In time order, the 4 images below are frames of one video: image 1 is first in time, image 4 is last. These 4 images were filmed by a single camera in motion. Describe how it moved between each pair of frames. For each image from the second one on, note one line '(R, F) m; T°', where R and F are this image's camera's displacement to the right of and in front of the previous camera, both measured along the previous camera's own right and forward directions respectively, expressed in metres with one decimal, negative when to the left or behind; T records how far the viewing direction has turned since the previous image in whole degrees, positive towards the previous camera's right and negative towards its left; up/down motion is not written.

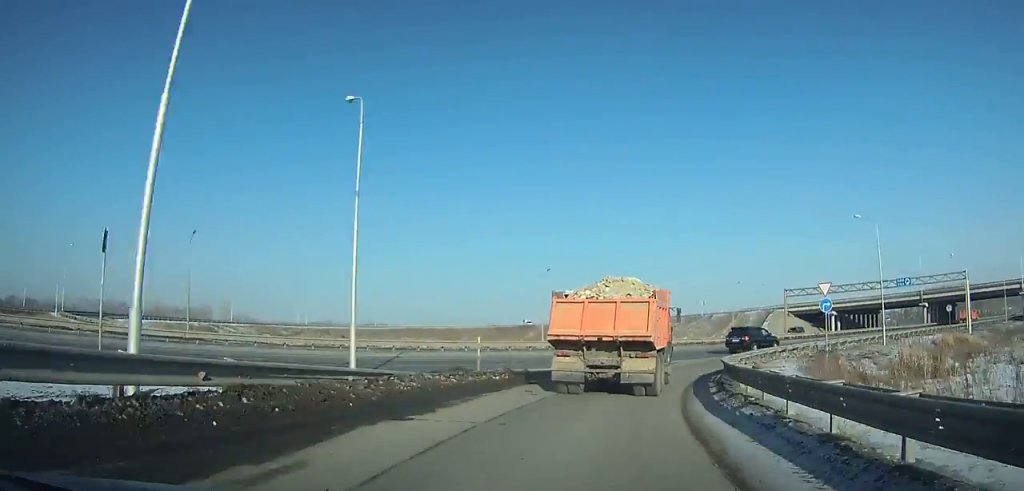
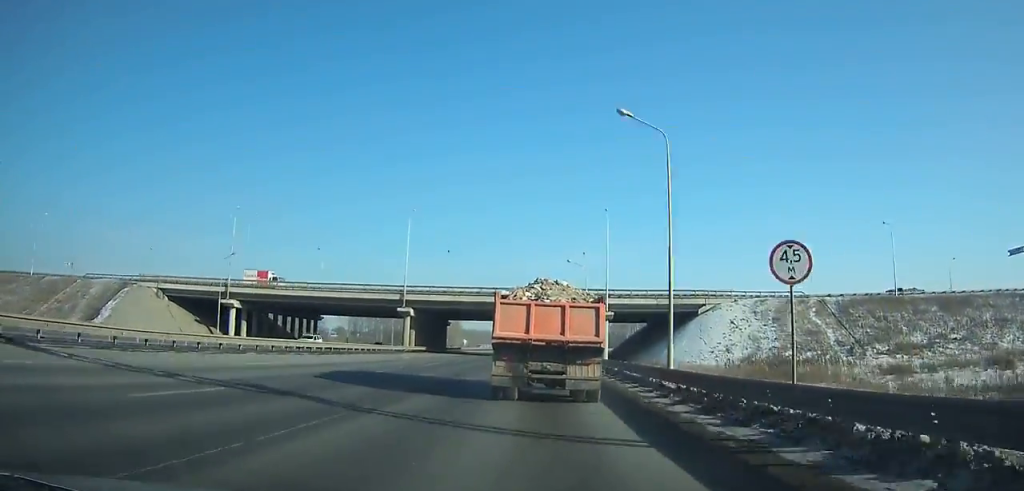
(+34.0, +64.9) m; +40°
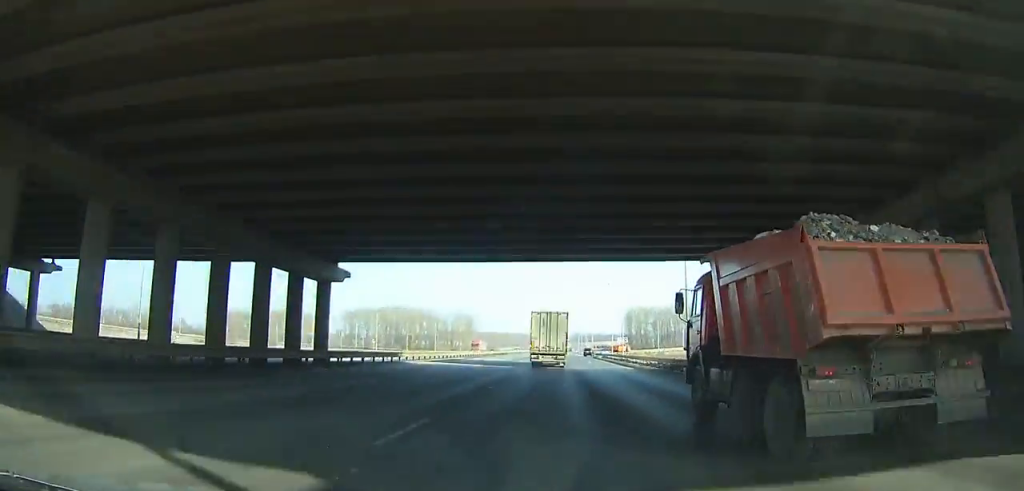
(-1.8, +83.3) m; +1°
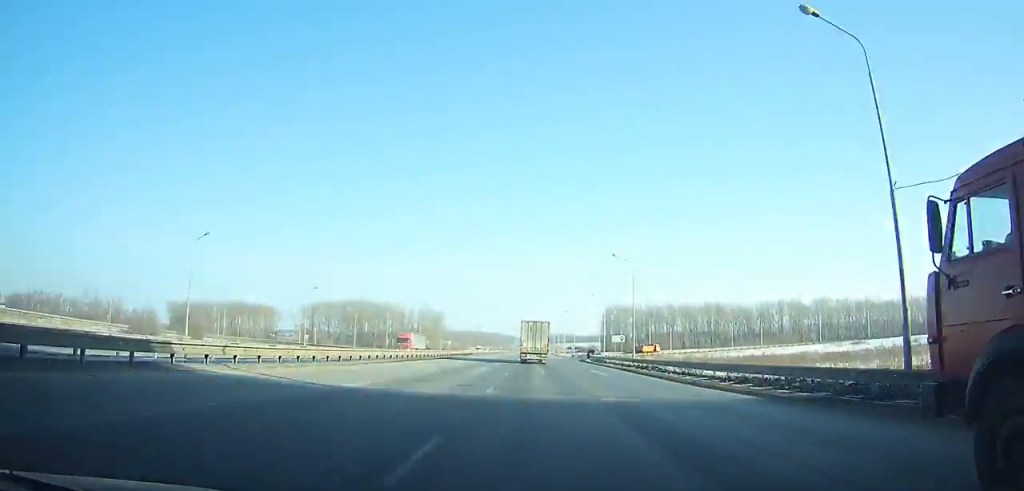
(+1.3, +27.7) m; +1°
